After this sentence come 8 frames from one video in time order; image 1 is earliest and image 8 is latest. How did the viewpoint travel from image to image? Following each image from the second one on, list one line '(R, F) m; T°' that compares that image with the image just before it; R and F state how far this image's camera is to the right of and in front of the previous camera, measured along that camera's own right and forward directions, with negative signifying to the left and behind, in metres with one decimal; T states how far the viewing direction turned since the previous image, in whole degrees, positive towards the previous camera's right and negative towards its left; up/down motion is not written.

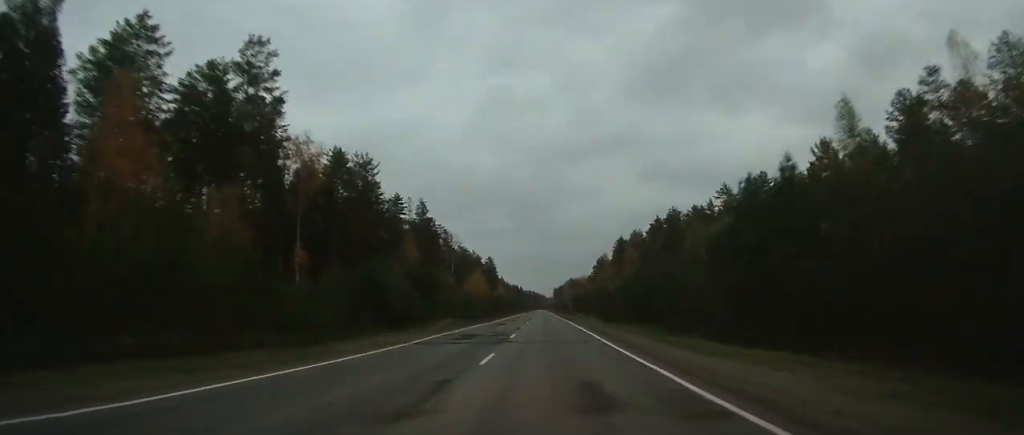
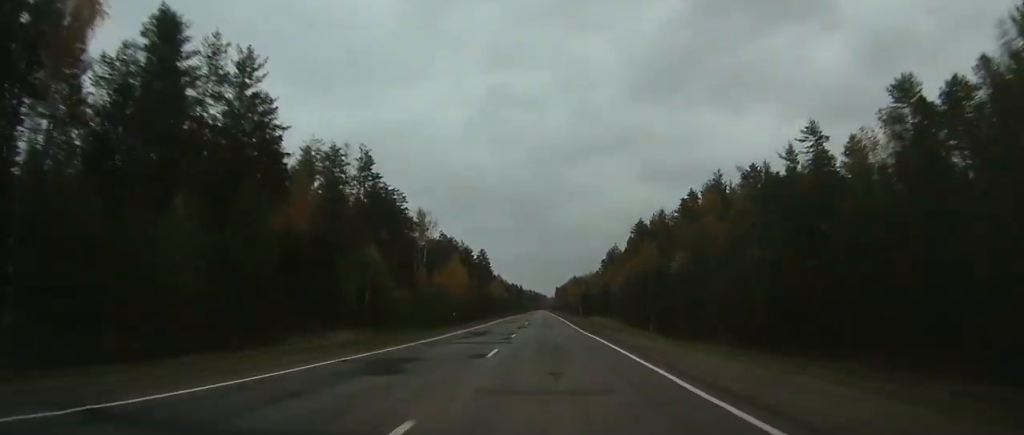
(-0.1, +34.0) m; 0°
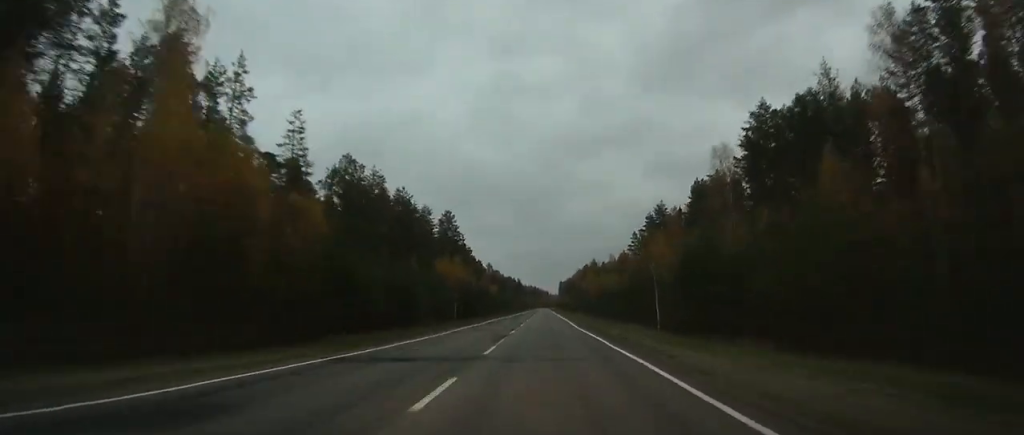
(-0.8, +78.1) m; 0°
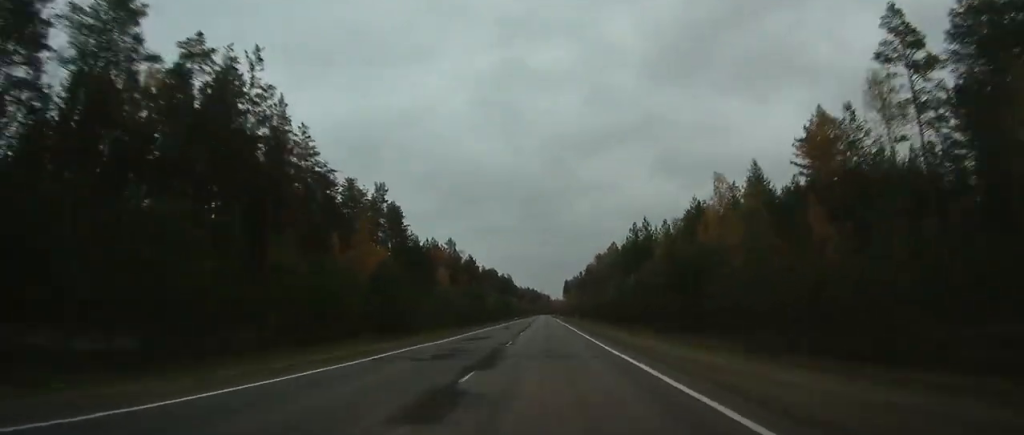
(+1.5, +128.5) m; +1°
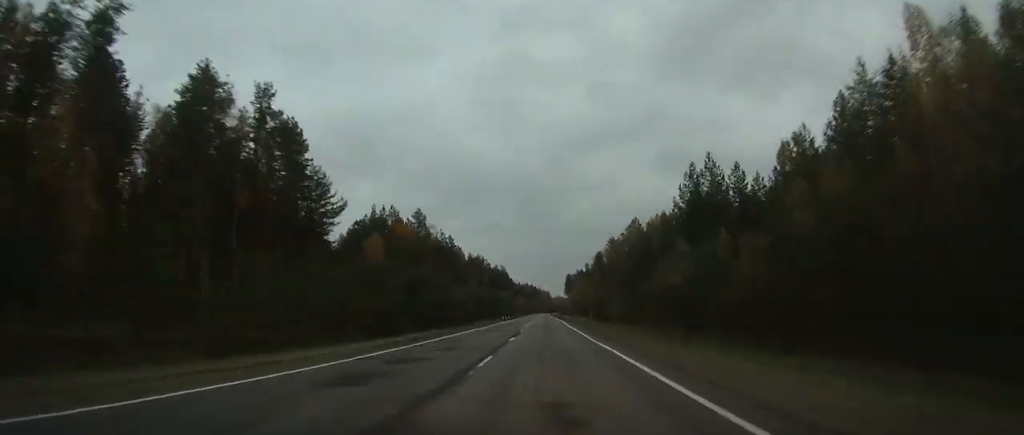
(-0.3, +45.7) m; 0°
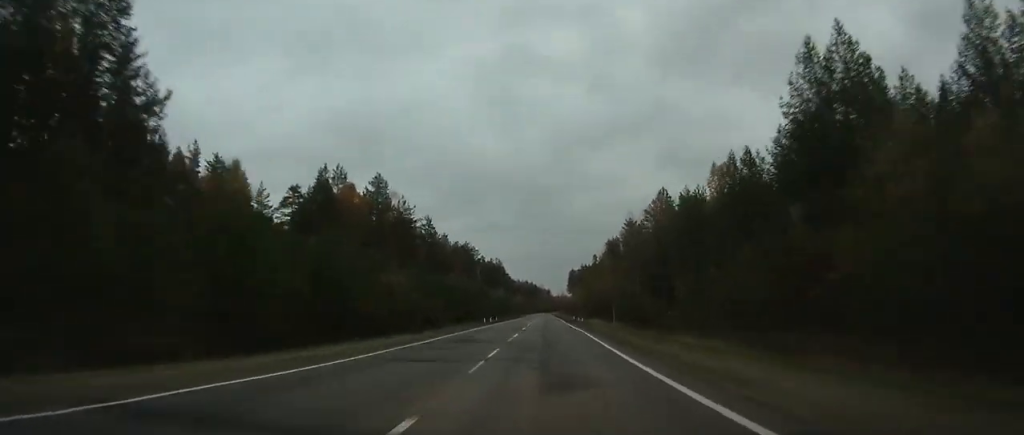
(-0.1, +33.3) m; 0°
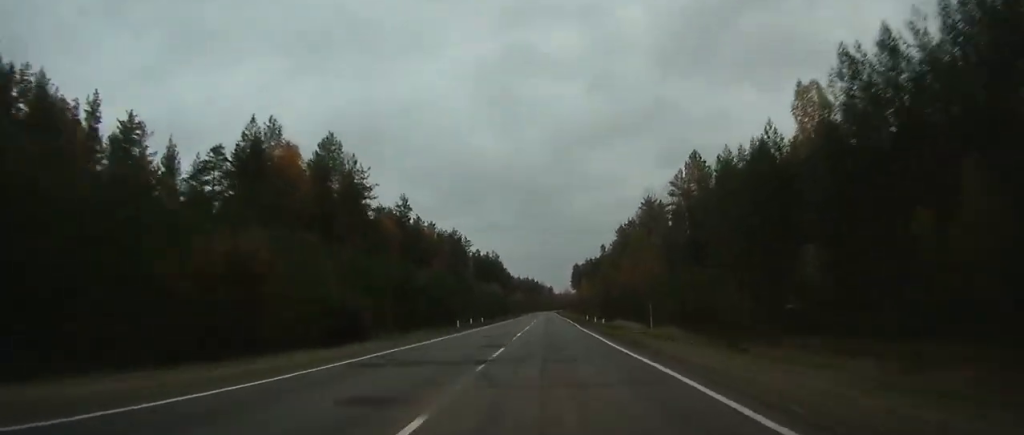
(-0.1, +23.2) m; 0°
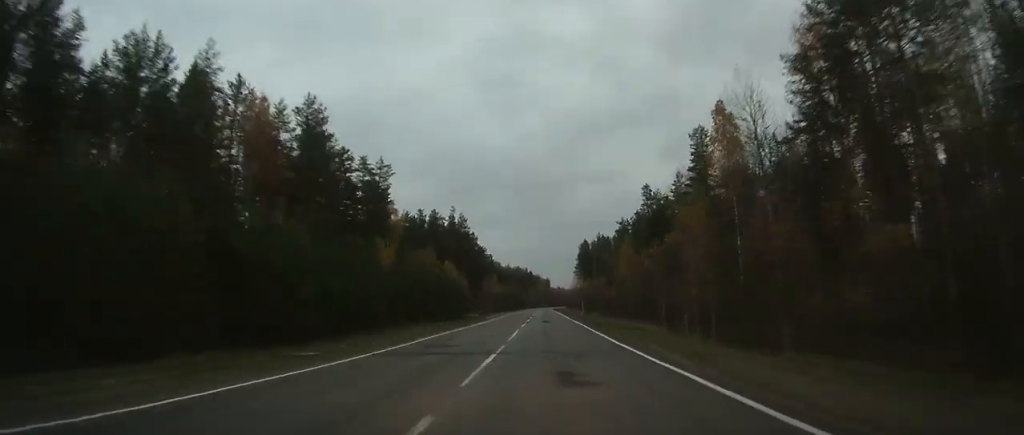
(+0.7, +85.1) m; +1°
